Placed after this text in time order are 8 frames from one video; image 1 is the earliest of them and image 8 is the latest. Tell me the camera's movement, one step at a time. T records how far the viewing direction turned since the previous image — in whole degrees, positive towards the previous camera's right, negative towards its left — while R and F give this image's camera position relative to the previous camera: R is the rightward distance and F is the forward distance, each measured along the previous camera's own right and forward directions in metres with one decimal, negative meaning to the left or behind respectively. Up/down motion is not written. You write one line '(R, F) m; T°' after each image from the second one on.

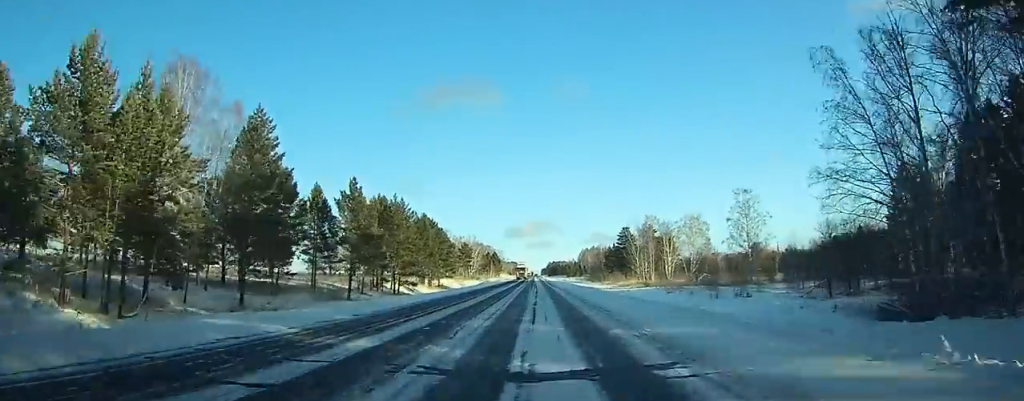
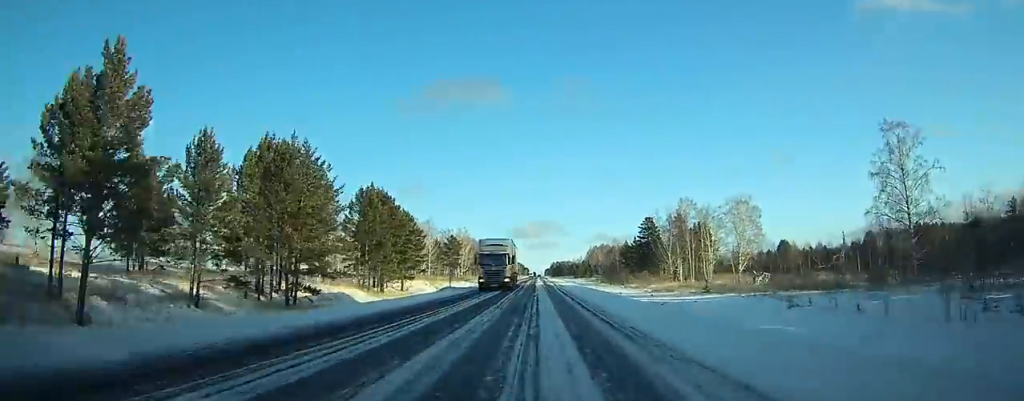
(+0.4, +46.6) m; 0°
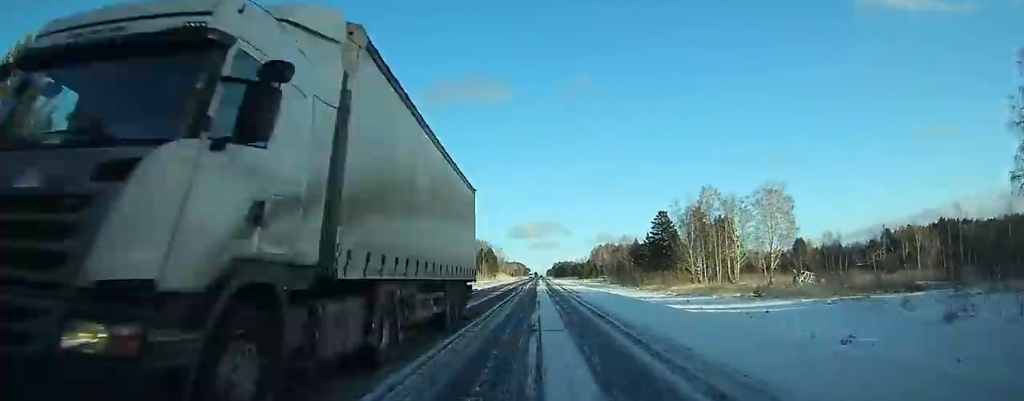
(0.0, +20.8) m; 0°
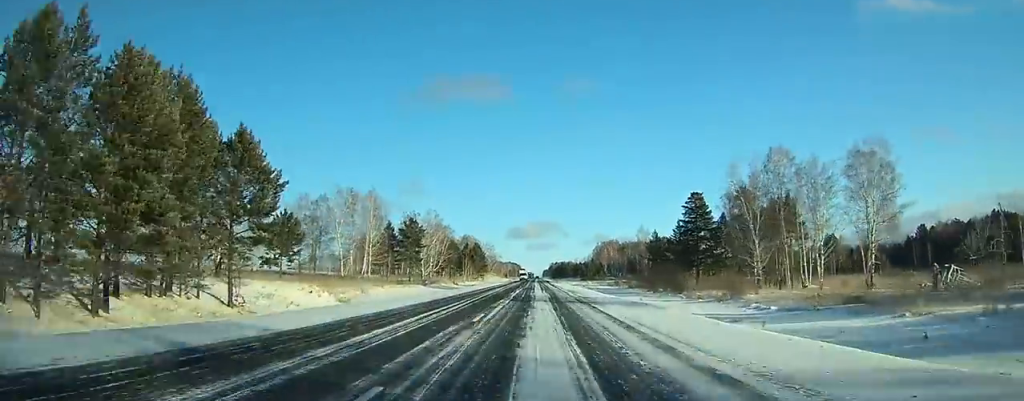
(-0.2, +44.7) m; -1°
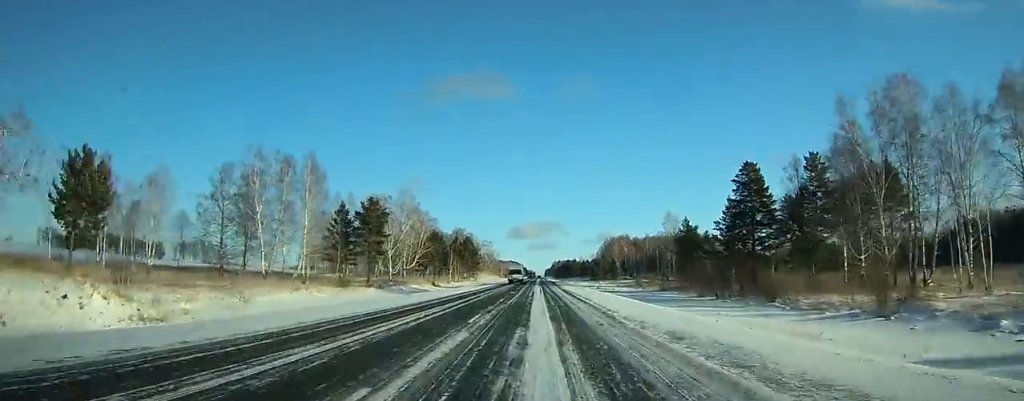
(-0.1, +36.6) m; -1°
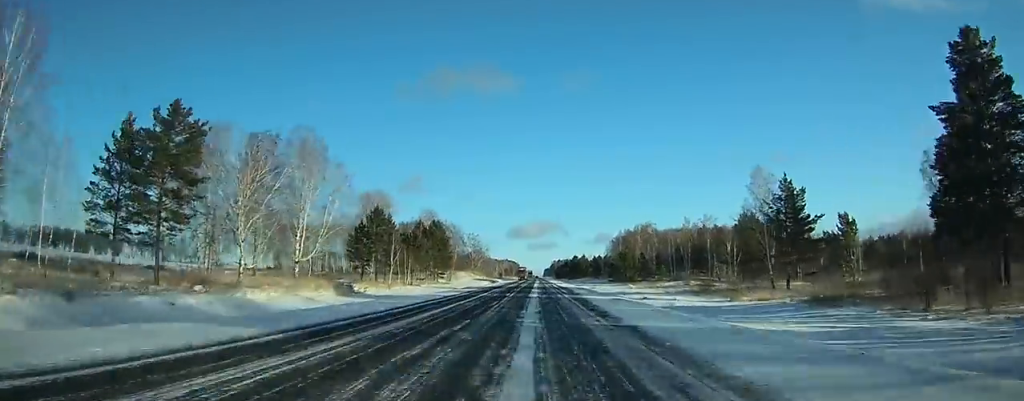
(-0.4, +61.7) m; 0°
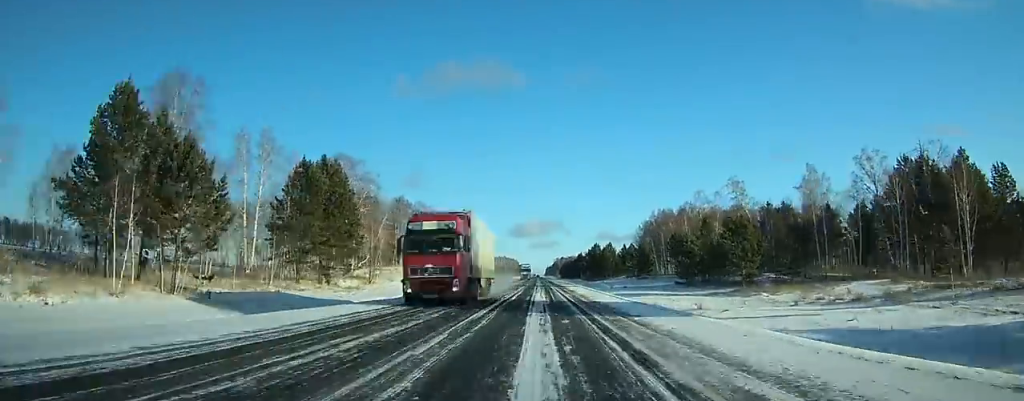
(+0.5, +75.5) m; +1°
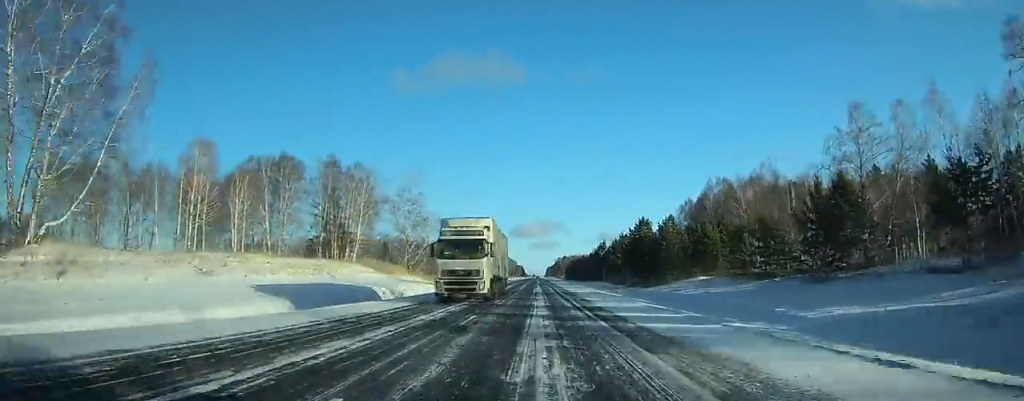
(-0.1, +66.0) m; 0°
